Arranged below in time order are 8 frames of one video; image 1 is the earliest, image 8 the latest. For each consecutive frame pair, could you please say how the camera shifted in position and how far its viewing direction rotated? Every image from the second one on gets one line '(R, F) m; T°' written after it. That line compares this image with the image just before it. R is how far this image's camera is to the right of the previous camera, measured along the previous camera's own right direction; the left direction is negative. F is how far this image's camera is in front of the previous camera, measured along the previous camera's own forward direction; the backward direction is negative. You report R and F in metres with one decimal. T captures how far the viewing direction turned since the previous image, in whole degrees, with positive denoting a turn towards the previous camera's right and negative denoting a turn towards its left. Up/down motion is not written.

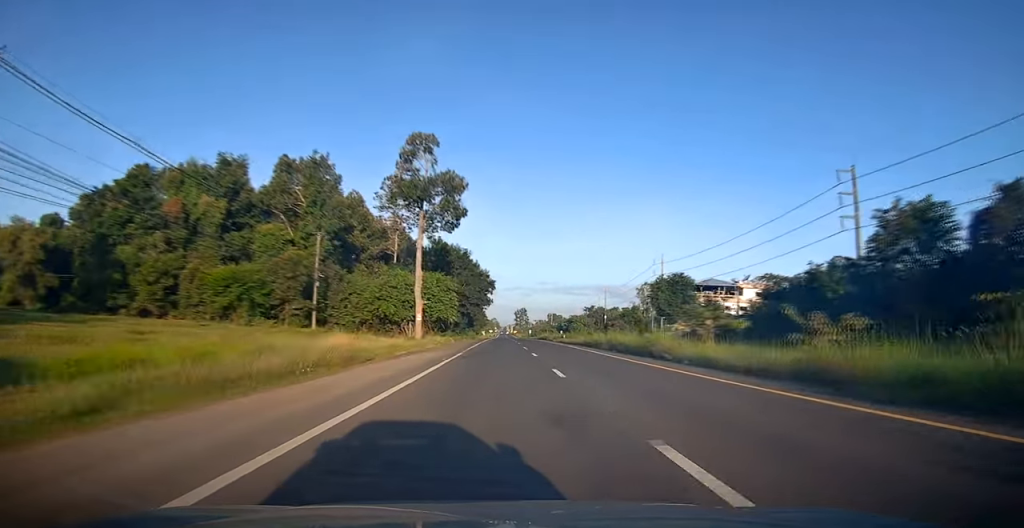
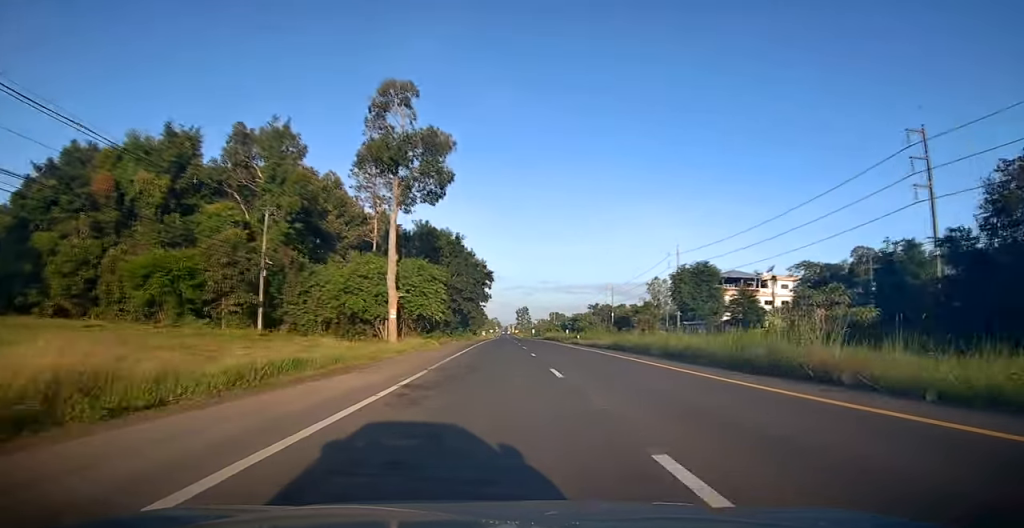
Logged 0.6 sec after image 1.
(+0.1, +12.5) m; 0°
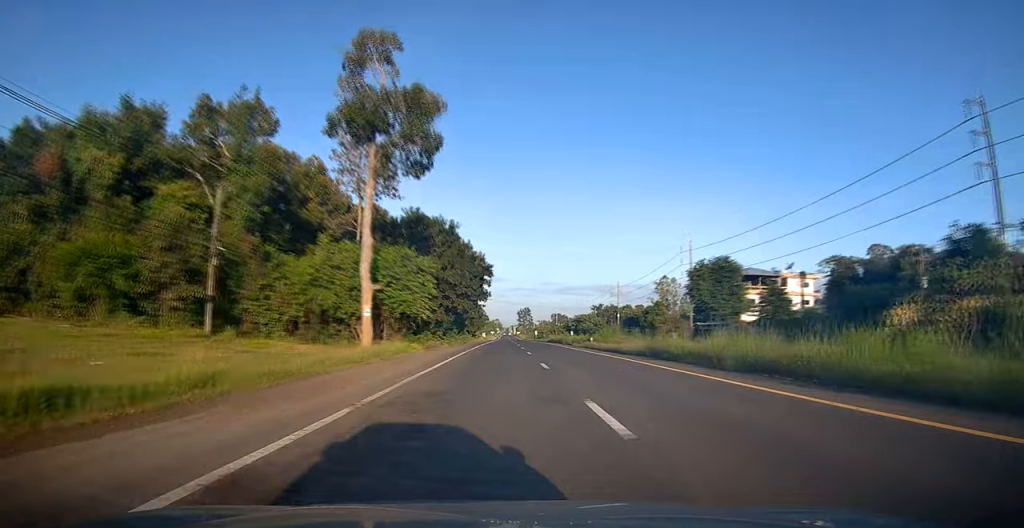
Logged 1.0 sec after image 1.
(0.0, +7.8) m; 0°
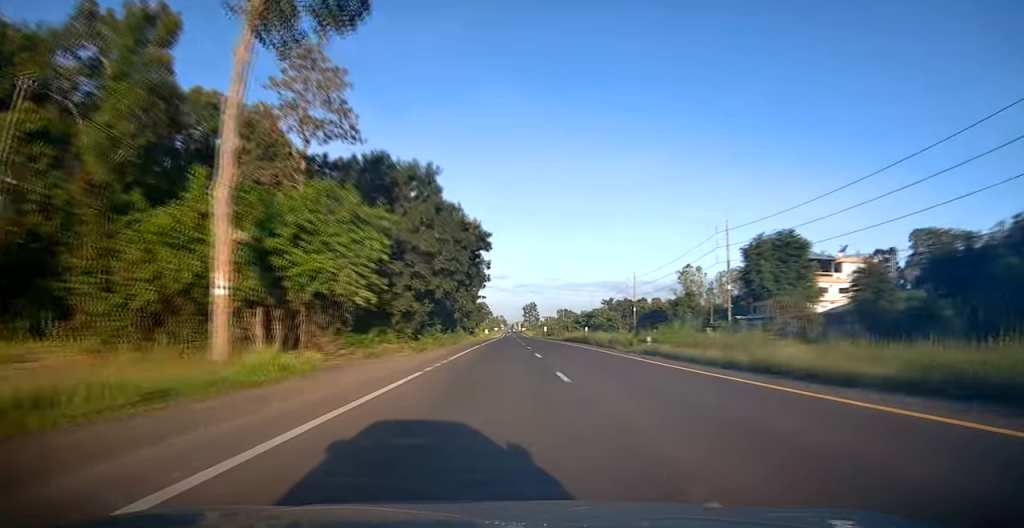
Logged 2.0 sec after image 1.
(+0.1, +18.0) m; 0°
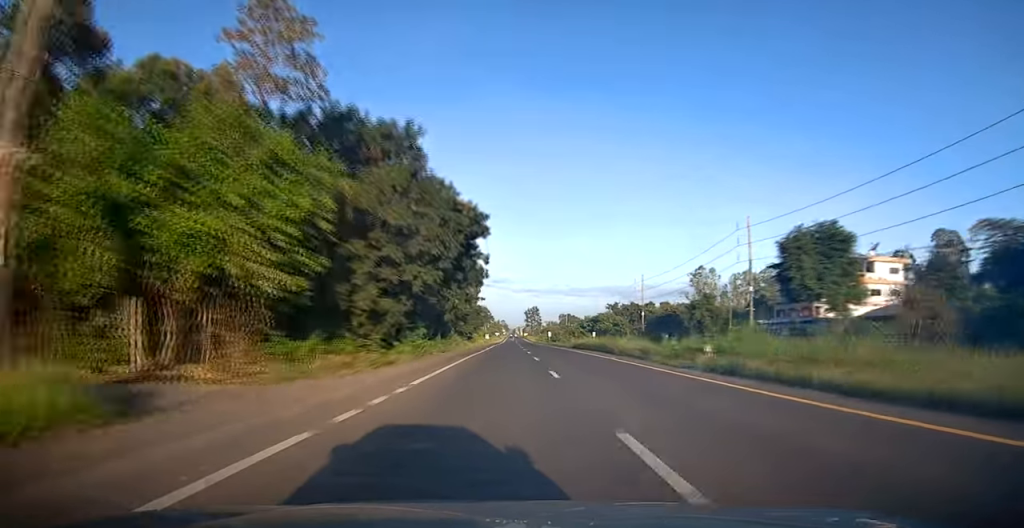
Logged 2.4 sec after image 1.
(-0.1, +8.6) m; 0°
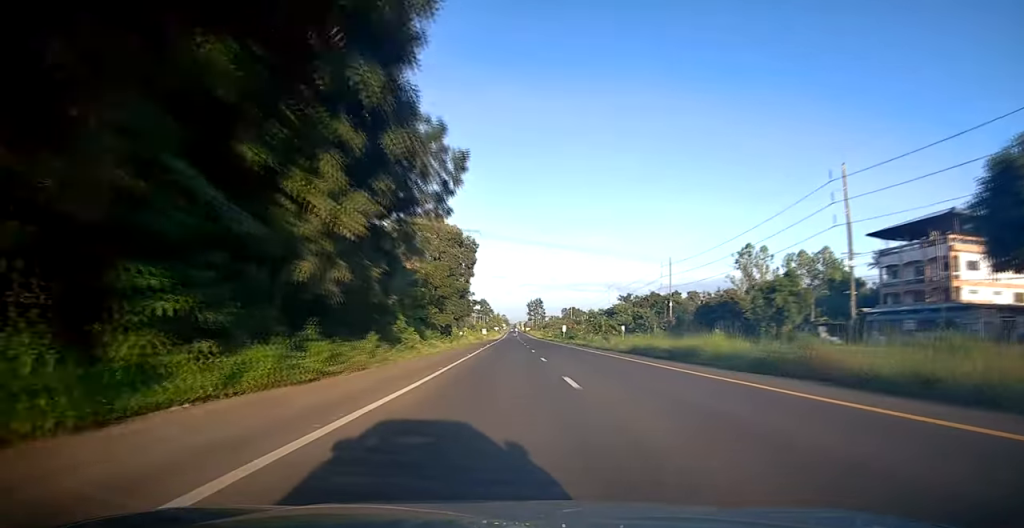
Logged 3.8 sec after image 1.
(-0.1, +28.0) m; 0°
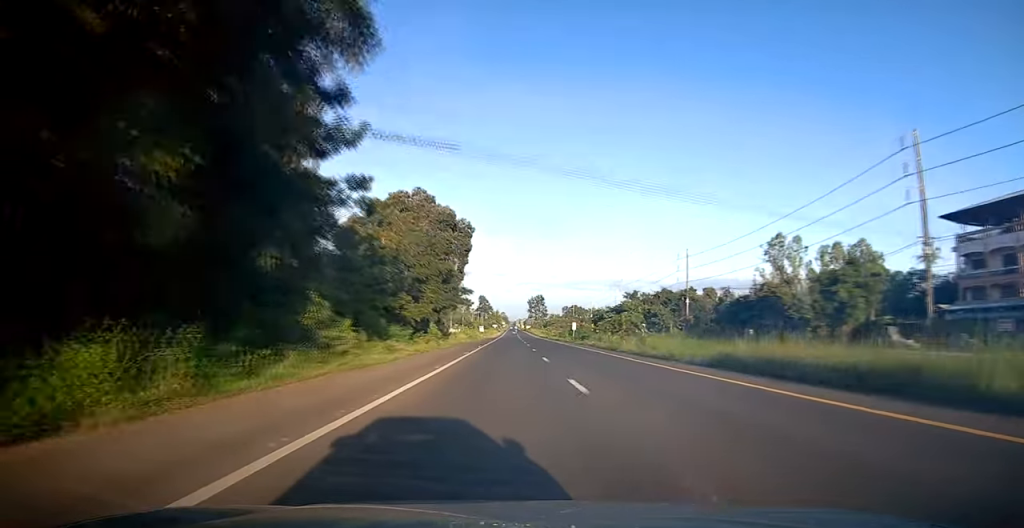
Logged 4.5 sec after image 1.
(0.0, +13.2) m; 0°
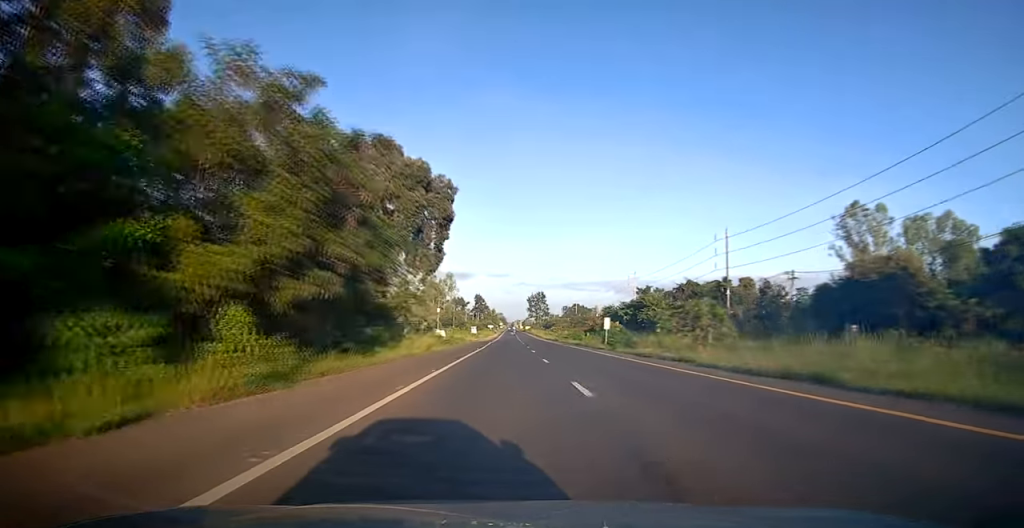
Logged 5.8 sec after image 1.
(+0.1, +24.8) m; 0°
